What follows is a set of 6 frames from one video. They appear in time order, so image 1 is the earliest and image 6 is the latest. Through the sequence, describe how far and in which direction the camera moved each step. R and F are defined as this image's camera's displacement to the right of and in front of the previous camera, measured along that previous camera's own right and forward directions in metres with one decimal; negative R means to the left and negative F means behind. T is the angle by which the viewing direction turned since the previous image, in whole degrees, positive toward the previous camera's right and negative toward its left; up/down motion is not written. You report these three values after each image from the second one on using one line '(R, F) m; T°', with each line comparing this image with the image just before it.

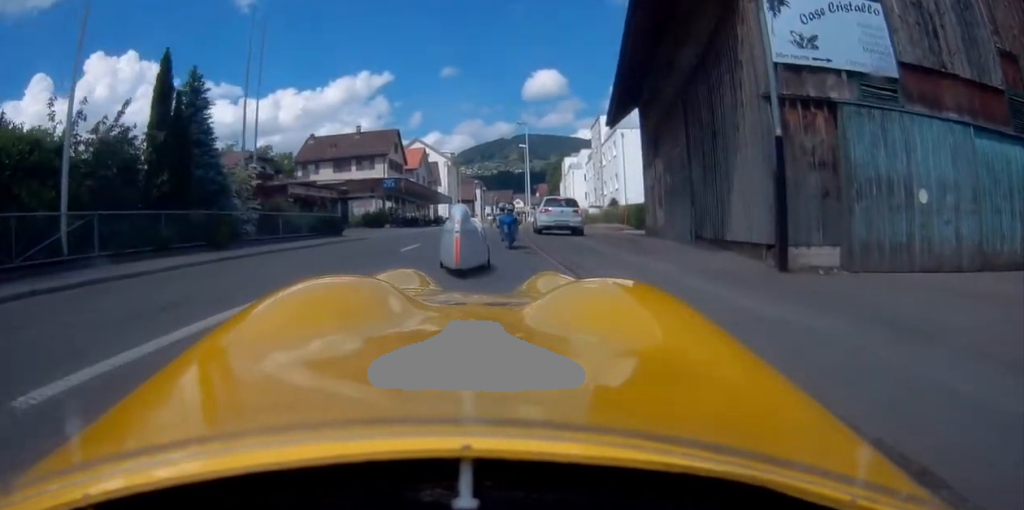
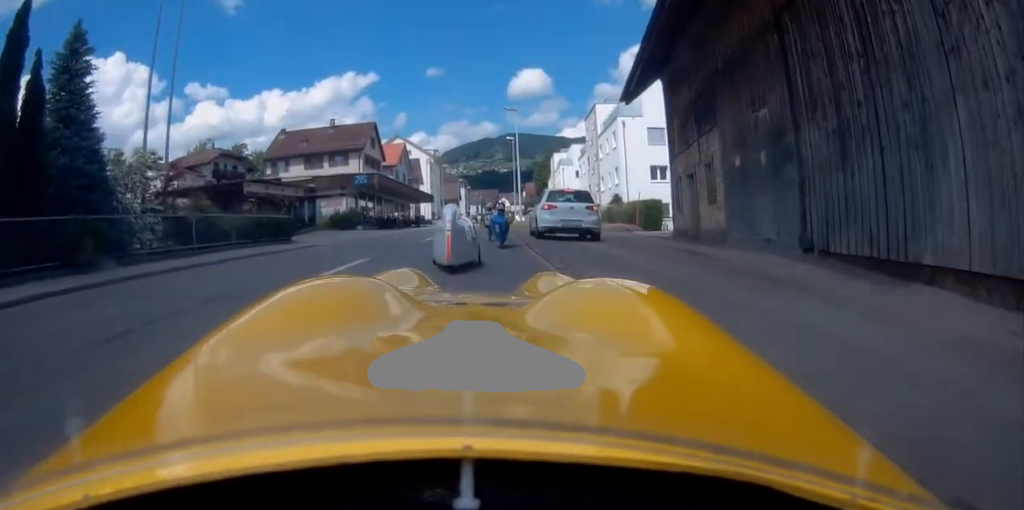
(+0.1, +5.3) m; 0°
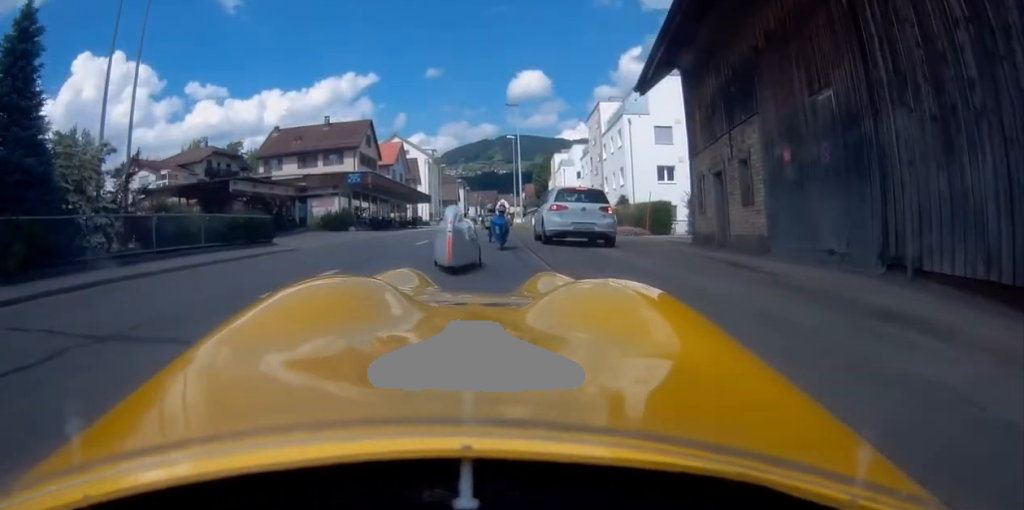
(0.0, +1.9) m; 0°
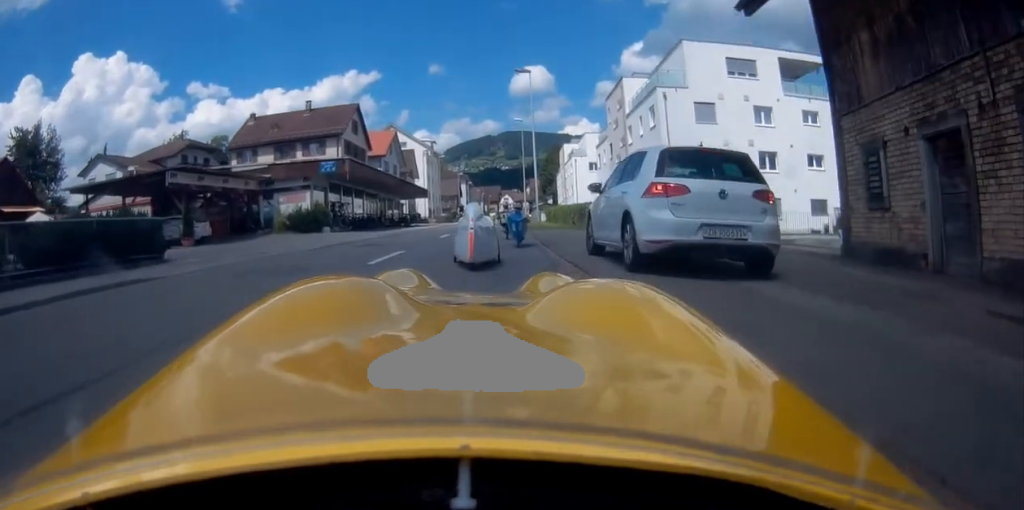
(+0.1, +6.8) m; -2°
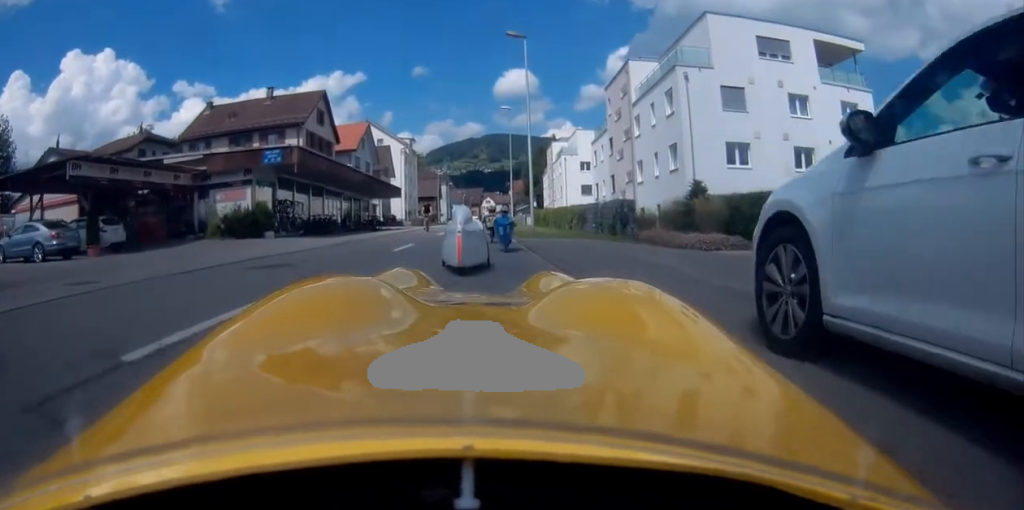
(-0.3, +5.5) m; +1°
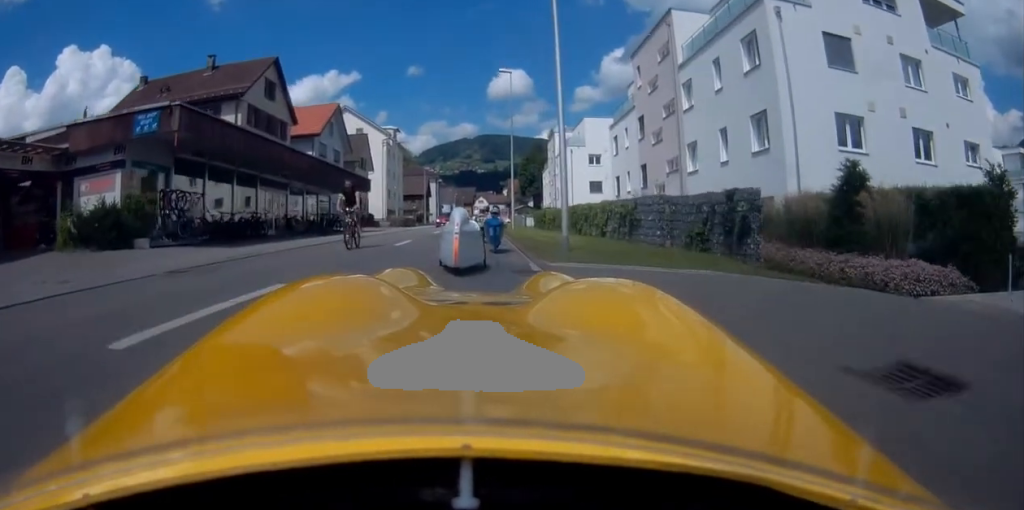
(+0.5, +9.9) m; +5°
